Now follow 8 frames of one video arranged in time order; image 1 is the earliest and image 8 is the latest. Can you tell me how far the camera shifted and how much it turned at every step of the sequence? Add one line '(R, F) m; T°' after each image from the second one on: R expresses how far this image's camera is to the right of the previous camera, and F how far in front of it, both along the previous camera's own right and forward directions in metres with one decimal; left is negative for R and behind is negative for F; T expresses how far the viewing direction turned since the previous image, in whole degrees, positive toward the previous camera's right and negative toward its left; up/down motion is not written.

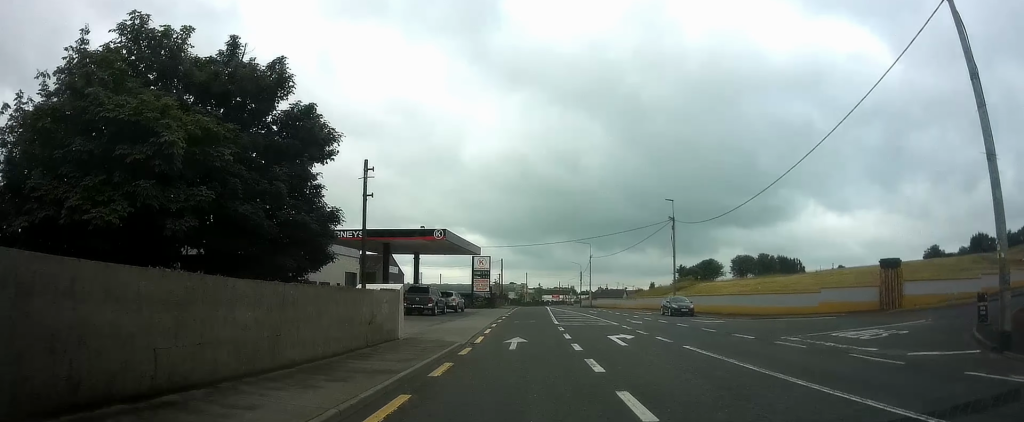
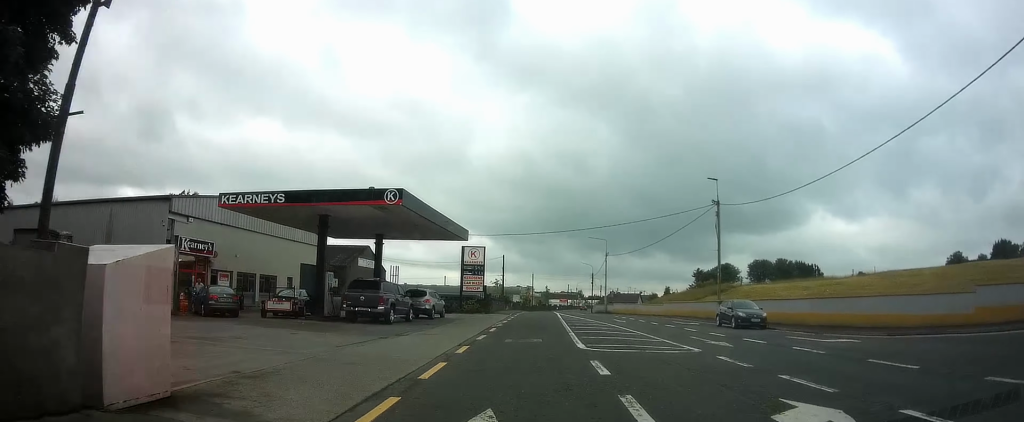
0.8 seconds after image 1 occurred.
(+0.1, +13.0) m; -1°
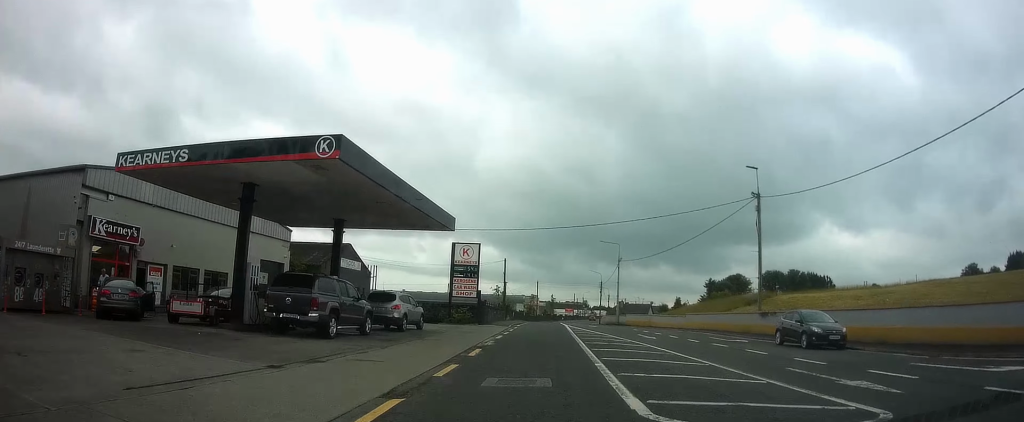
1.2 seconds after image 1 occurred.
(+0.1, +8.0) m; -1°
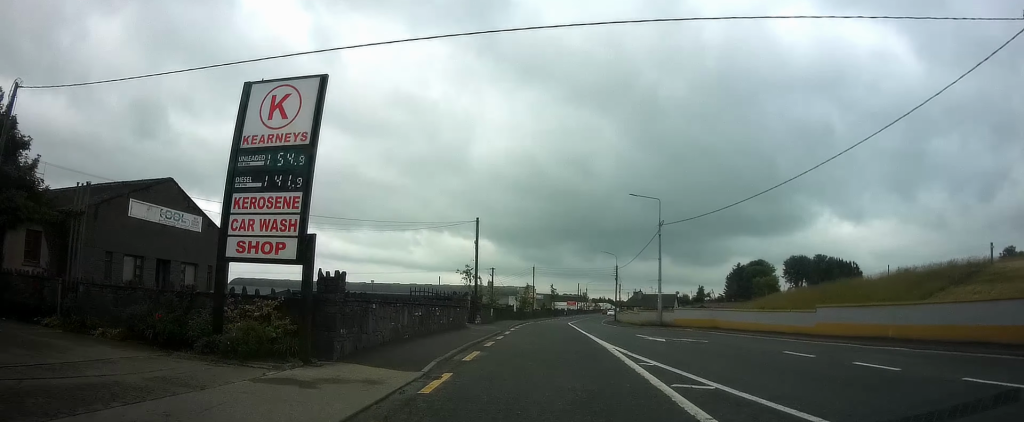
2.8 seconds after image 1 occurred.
(-0.6, +27.5) m; 0°
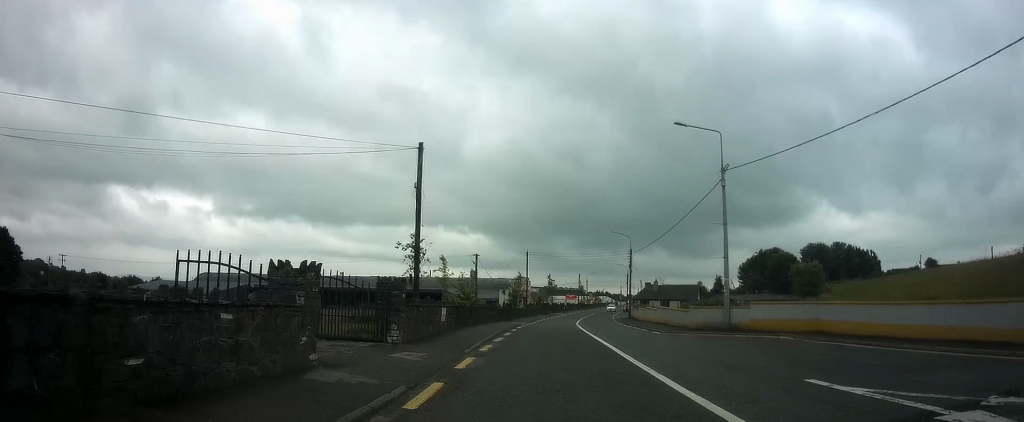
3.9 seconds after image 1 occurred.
(+0.3, +17.8) m; +1°
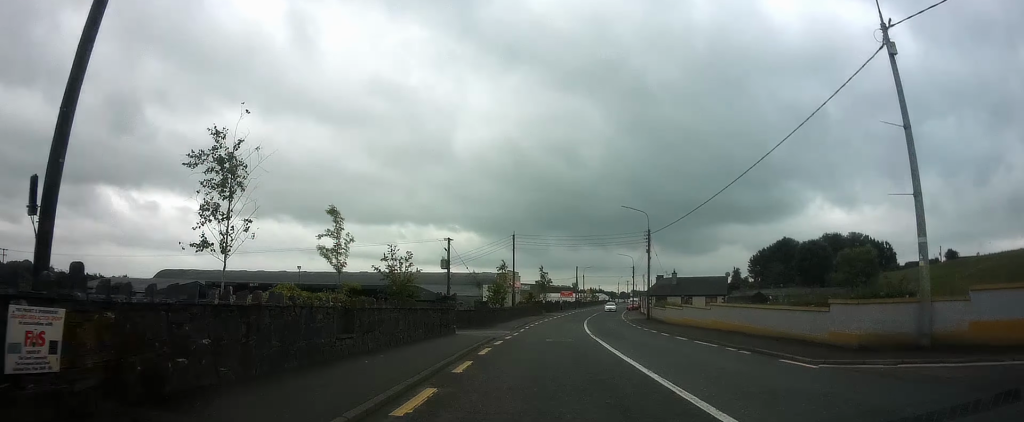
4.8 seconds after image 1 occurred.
(0.0, +16.9) m; +1°
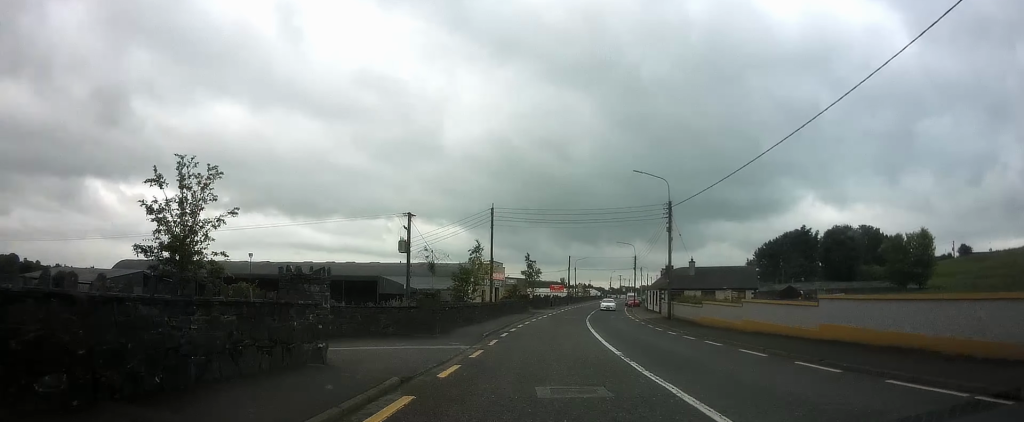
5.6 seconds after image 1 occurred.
(0.0, +13.5) m; +1°
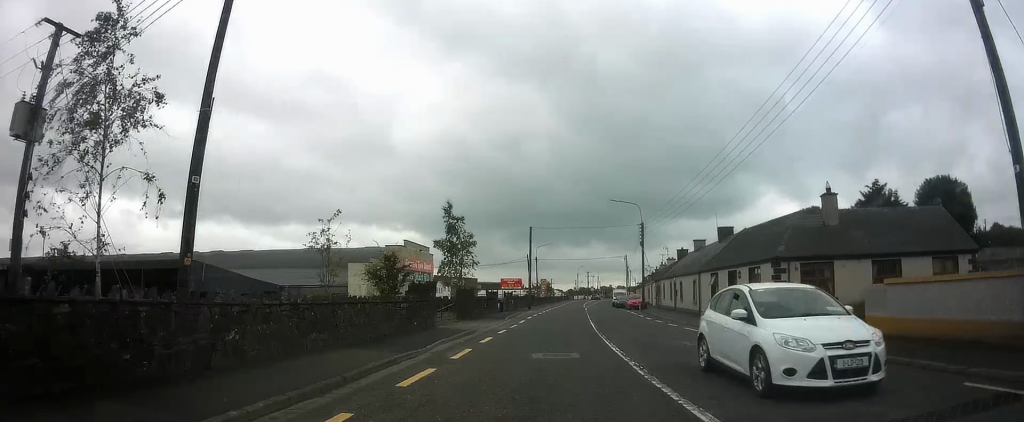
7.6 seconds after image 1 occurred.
(+1.0, +35.1) m; +4°
